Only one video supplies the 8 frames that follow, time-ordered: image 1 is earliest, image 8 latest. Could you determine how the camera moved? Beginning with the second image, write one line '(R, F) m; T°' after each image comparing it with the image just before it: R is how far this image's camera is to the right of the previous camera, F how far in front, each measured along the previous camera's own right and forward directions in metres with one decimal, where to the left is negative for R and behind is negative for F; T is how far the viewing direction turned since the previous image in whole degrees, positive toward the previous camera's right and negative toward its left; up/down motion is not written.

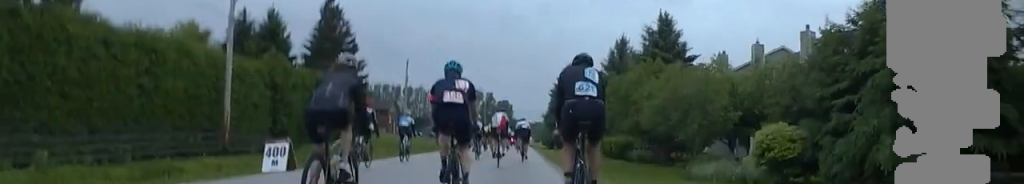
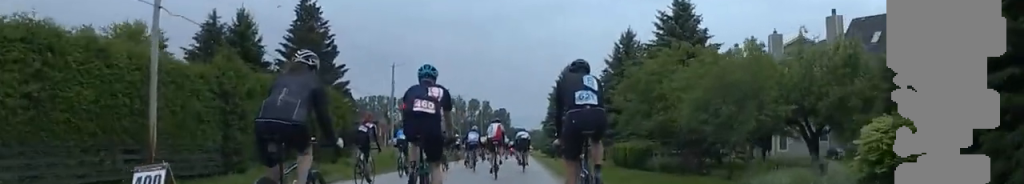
(-0.3, +5.2) m; 0°
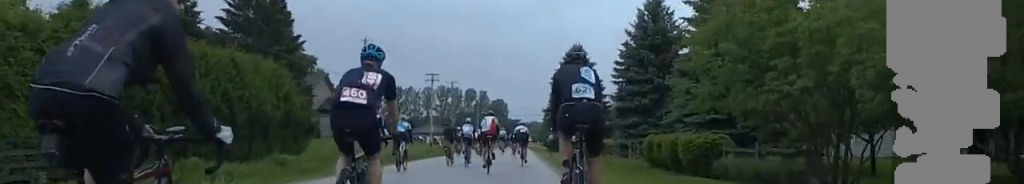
(+0.5, +10.1) m; 0°
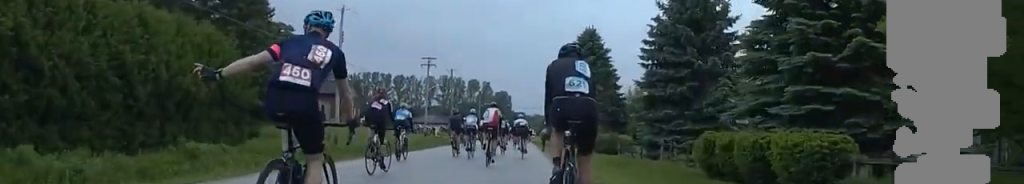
(-0.4, +7.6) m; 0°
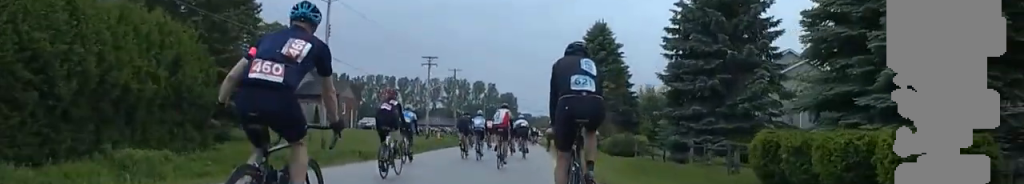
(-0.2, +4.0) m; 0°
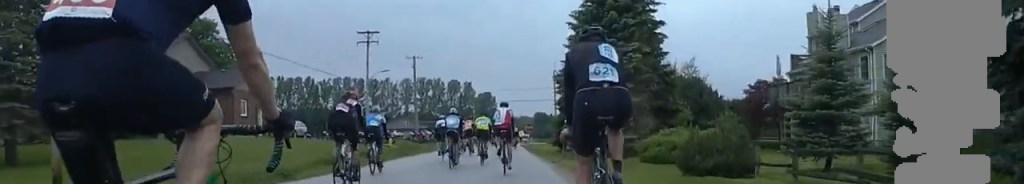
(+0.1, +21.6) m; -2°
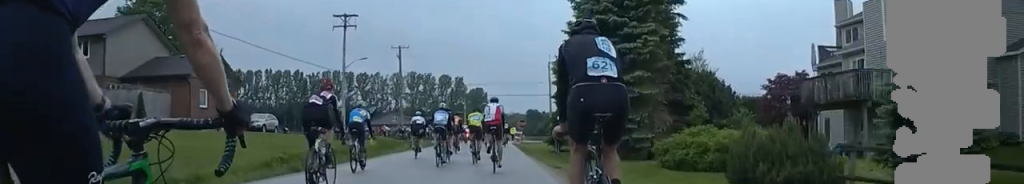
(+0.6, +5.5) m; -4°
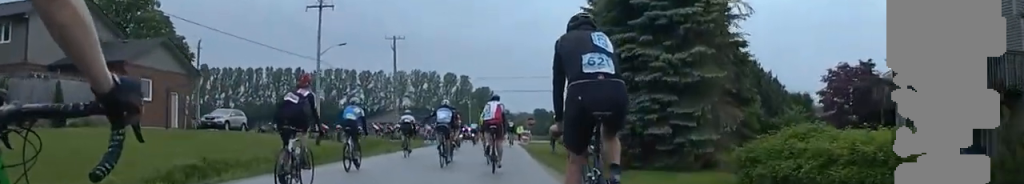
(-1.2, +8.2) m; -1°
